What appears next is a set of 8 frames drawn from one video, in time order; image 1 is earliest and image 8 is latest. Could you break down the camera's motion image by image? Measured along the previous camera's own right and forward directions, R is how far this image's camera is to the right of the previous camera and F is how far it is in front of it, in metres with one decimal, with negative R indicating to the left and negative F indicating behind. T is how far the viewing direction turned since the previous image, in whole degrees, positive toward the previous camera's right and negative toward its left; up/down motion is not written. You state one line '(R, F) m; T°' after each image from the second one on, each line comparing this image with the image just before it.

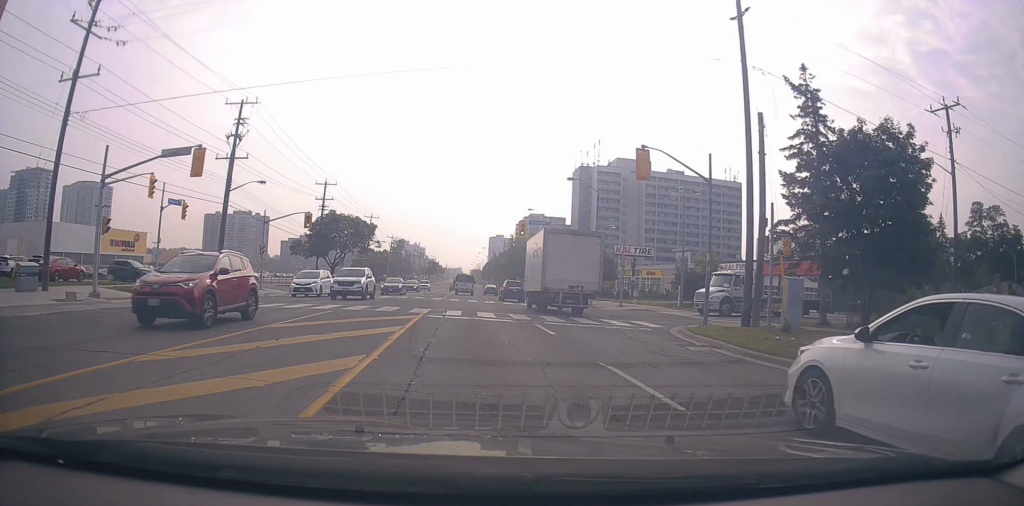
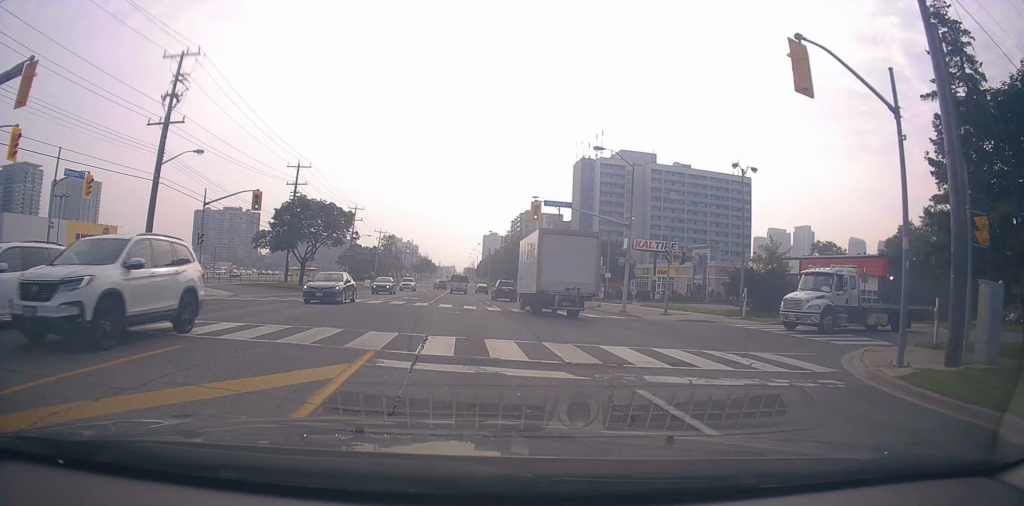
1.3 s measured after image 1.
(-0.3, +10.2) m; -3°
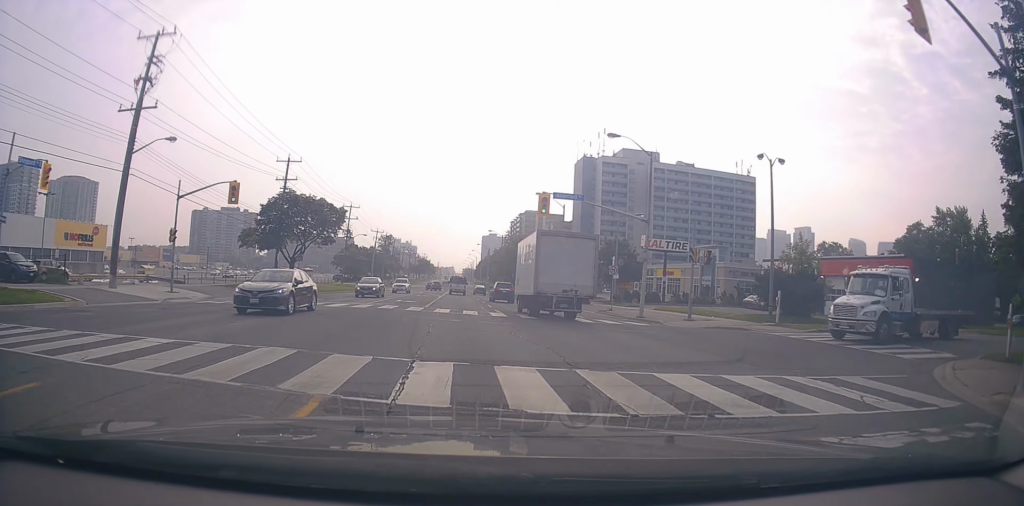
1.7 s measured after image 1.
(-0.1, +3.5) m; 0°
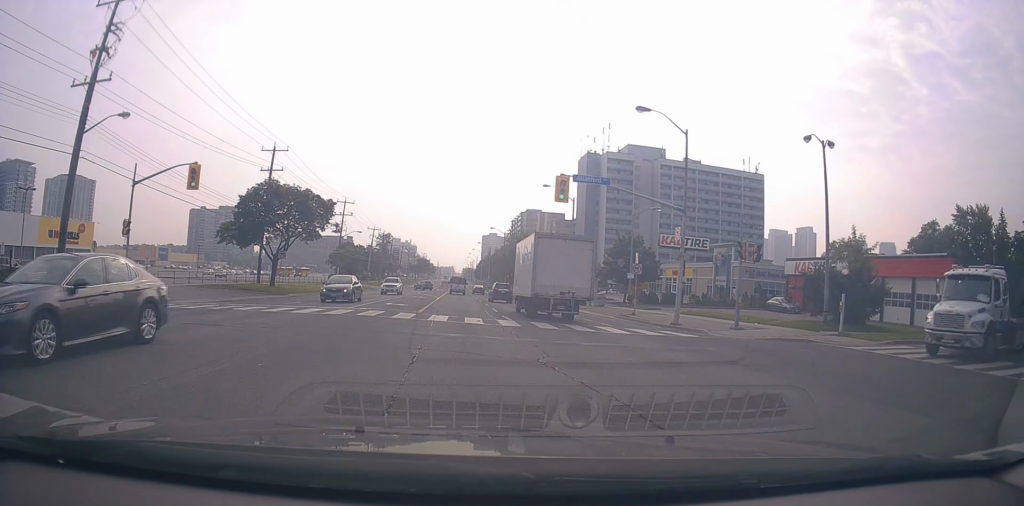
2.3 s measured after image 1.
(+0.3, +5.0) m; +3°
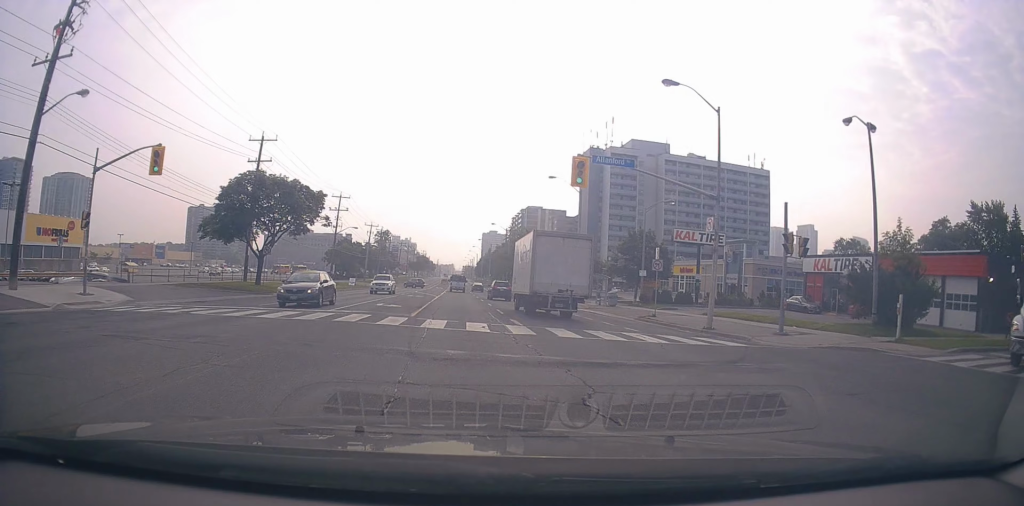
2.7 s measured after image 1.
(+0.1, +3.4) m; +1°
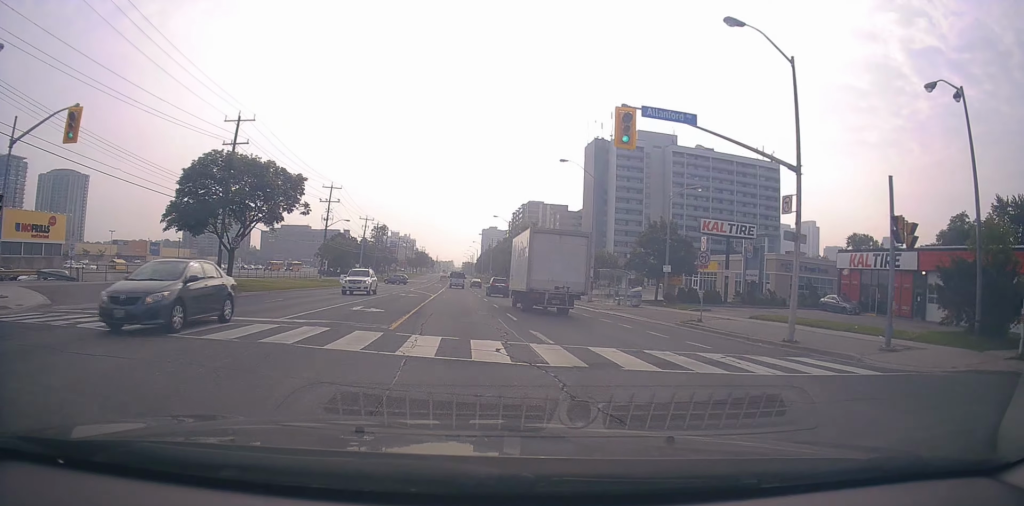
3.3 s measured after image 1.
(0.0, +5.6) m; +1°
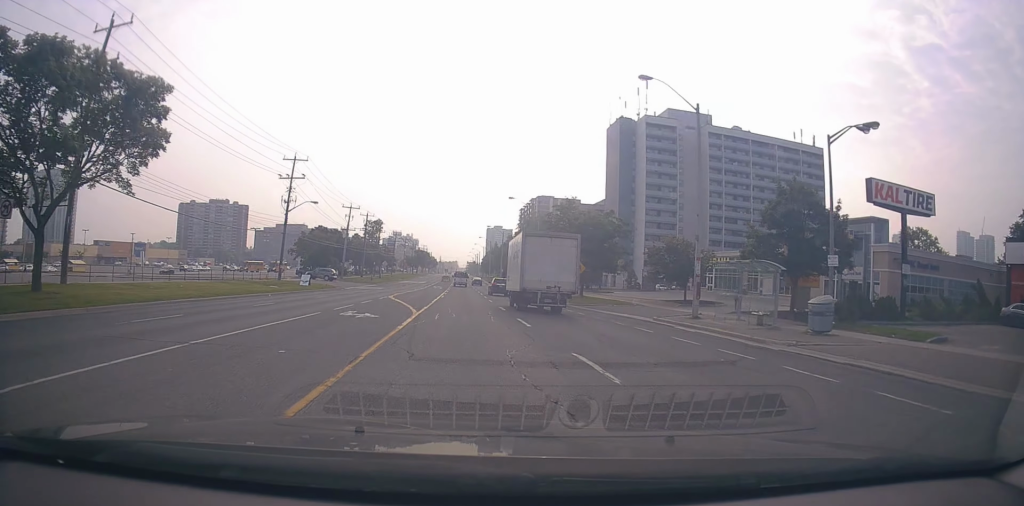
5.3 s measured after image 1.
(-0.4, +19.8) m; -4°
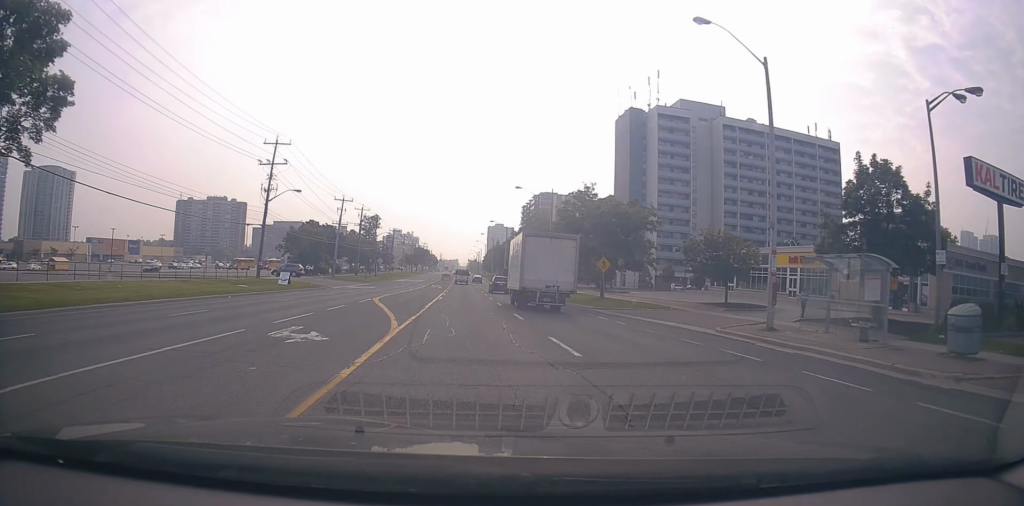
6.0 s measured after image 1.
(-0.1, +6.7) m; +1°
